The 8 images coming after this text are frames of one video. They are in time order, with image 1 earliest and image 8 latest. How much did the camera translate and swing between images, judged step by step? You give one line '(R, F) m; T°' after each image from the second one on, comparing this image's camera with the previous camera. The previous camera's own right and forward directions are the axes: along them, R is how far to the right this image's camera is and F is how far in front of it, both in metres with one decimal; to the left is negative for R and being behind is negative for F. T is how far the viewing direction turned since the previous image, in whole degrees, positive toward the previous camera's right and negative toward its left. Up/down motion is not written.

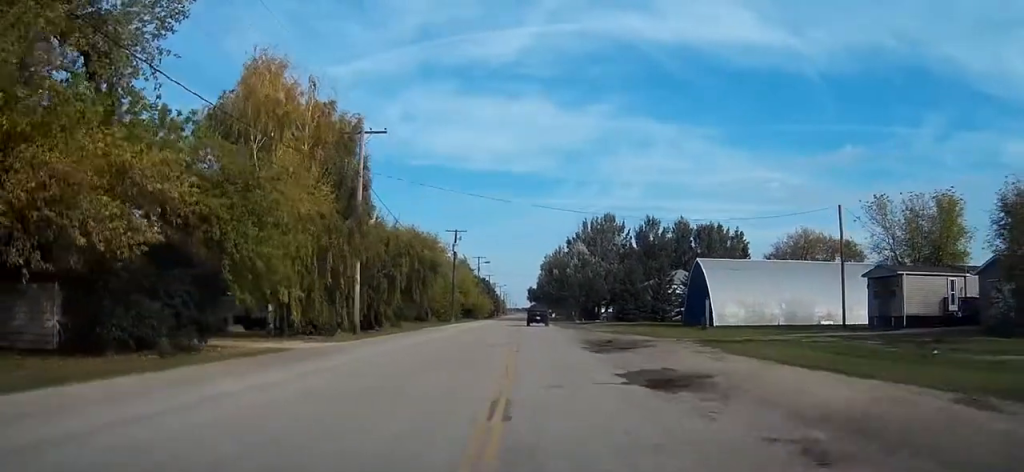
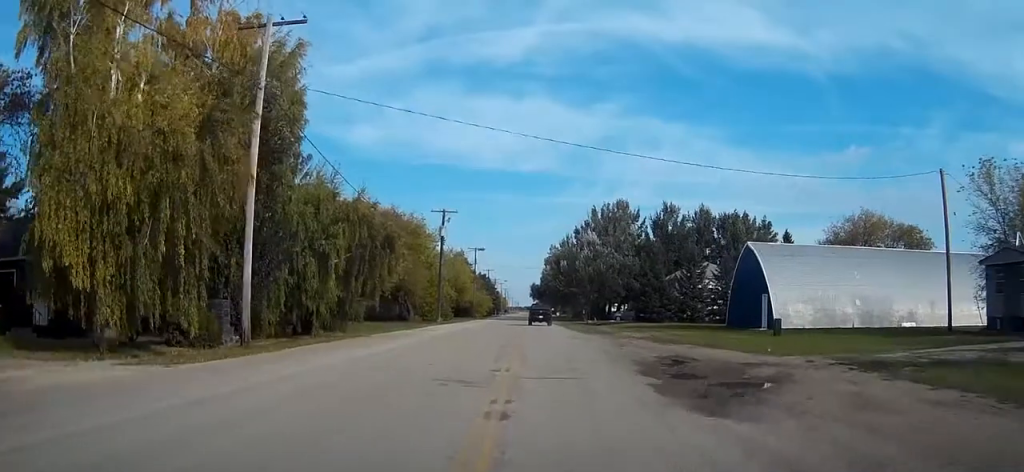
(-0.1, +15.0) m; 0°
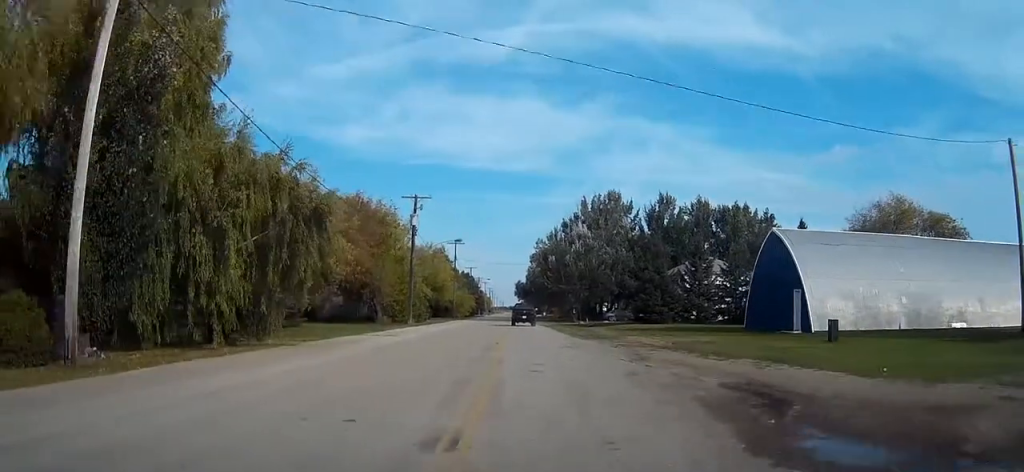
(0.0, +8.9) m; +1°
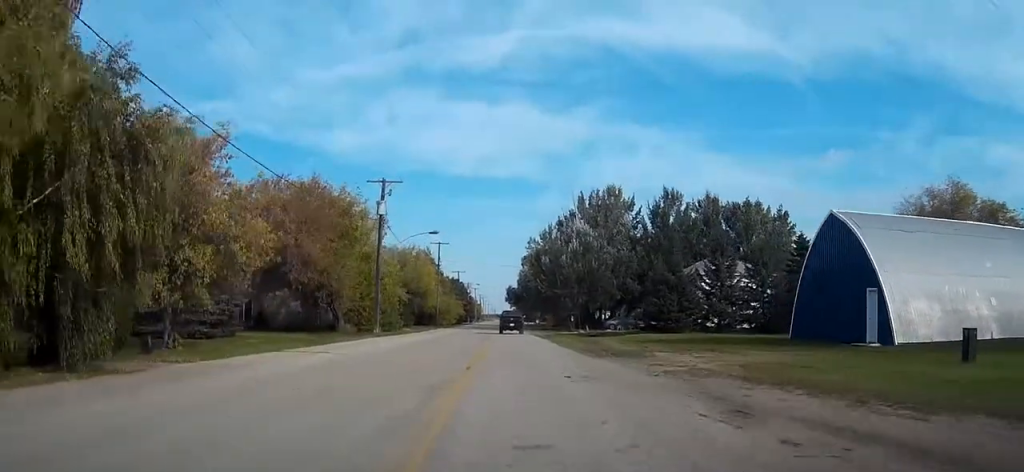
(+0.1, +10.5) m; 0°
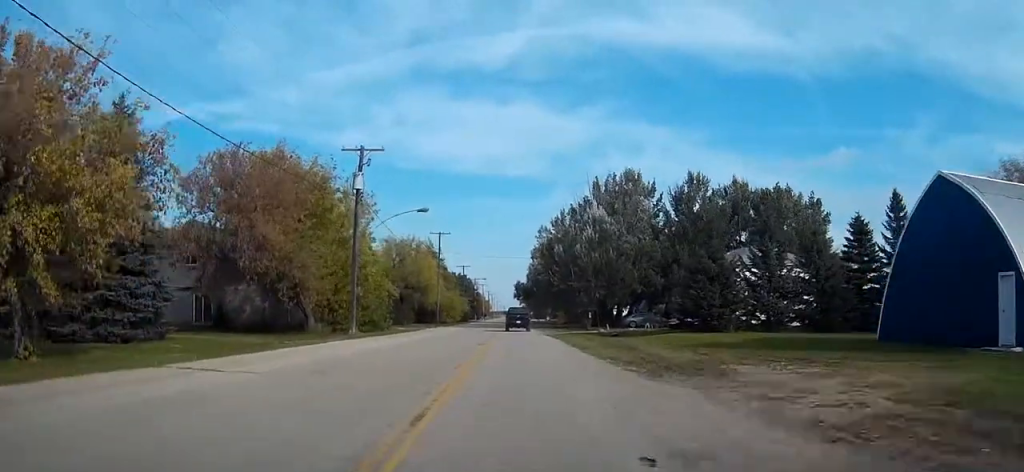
(-0.1, +9.7) m; 0°
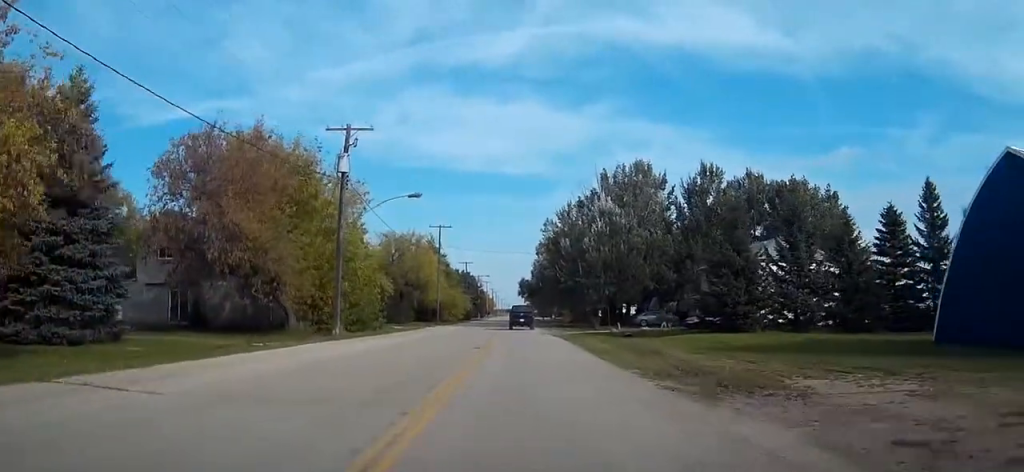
(0.0, +4.5) m; 0°
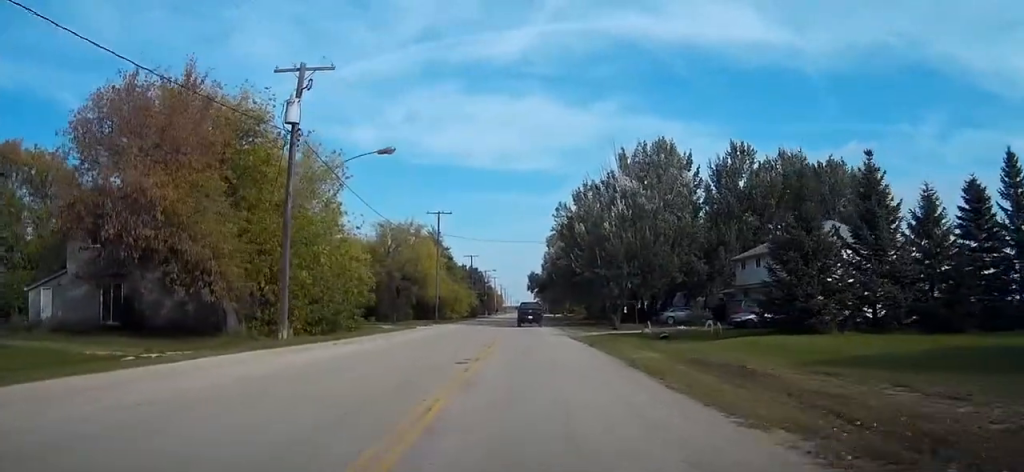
(0.0, +9.5) m; 0°
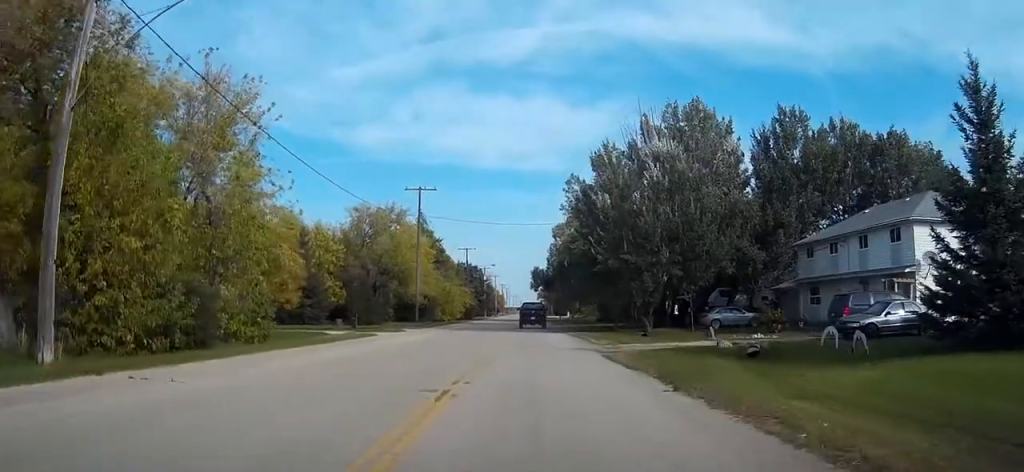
(-0.1, +15.0) m; 0°
